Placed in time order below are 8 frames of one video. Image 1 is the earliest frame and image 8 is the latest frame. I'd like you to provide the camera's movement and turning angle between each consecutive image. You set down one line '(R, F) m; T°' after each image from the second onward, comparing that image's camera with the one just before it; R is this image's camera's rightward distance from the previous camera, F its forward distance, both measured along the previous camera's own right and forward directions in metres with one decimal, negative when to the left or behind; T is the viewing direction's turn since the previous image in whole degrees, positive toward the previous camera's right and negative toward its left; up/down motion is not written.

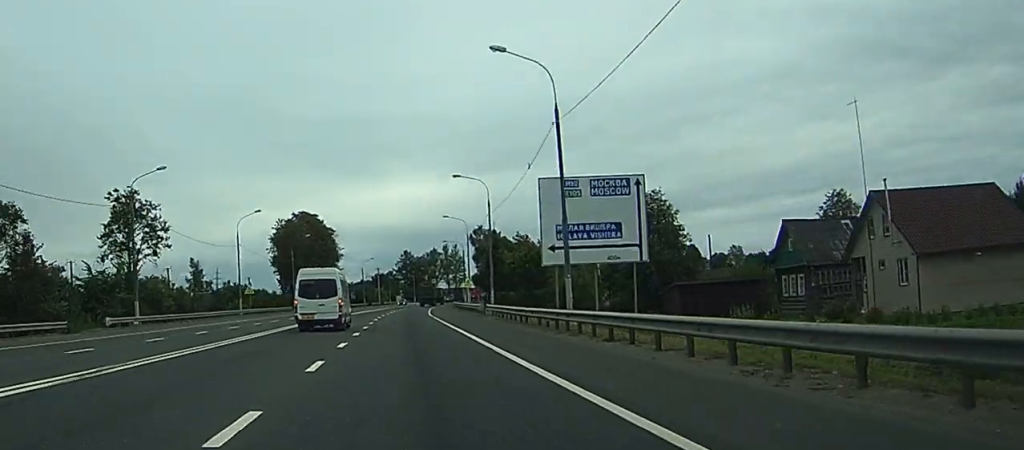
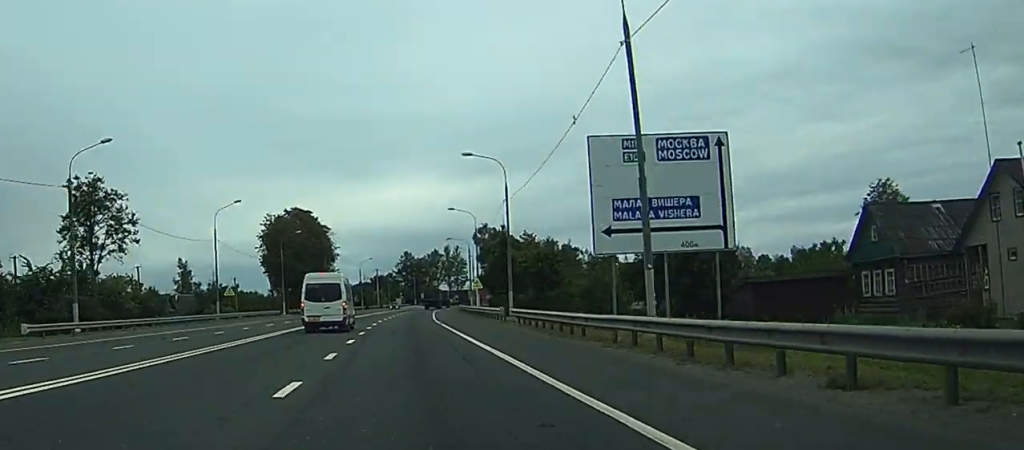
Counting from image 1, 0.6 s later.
(0.0, +11.9) m; 0°
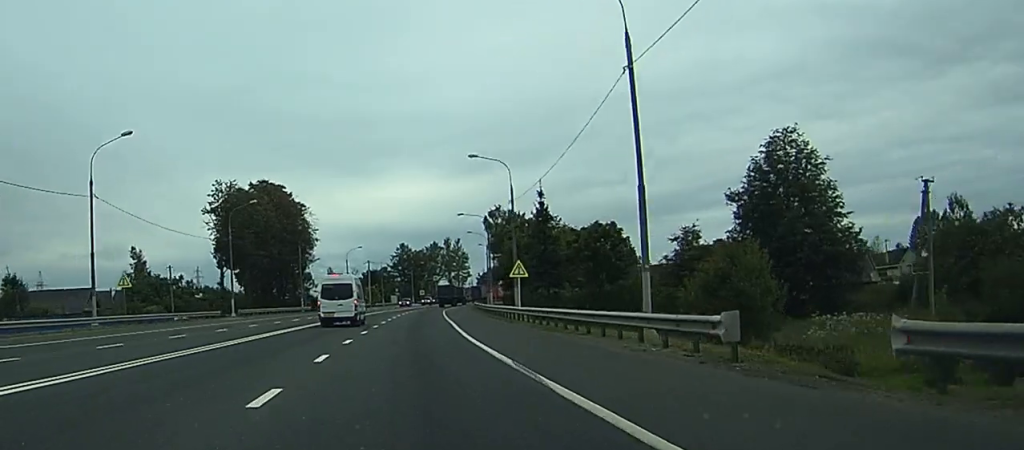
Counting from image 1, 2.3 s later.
(+0.2, +33.4) m; +1°
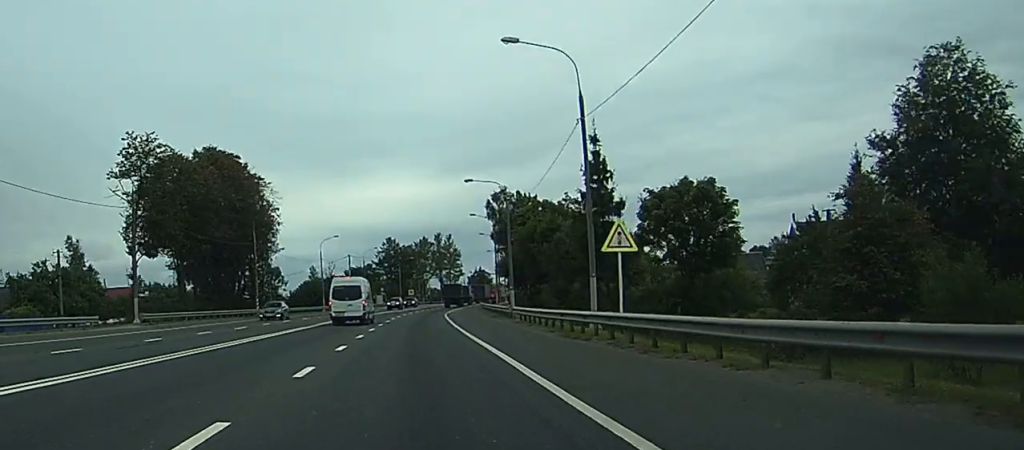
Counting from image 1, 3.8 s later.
(+0.2, +27.6) m; +1°
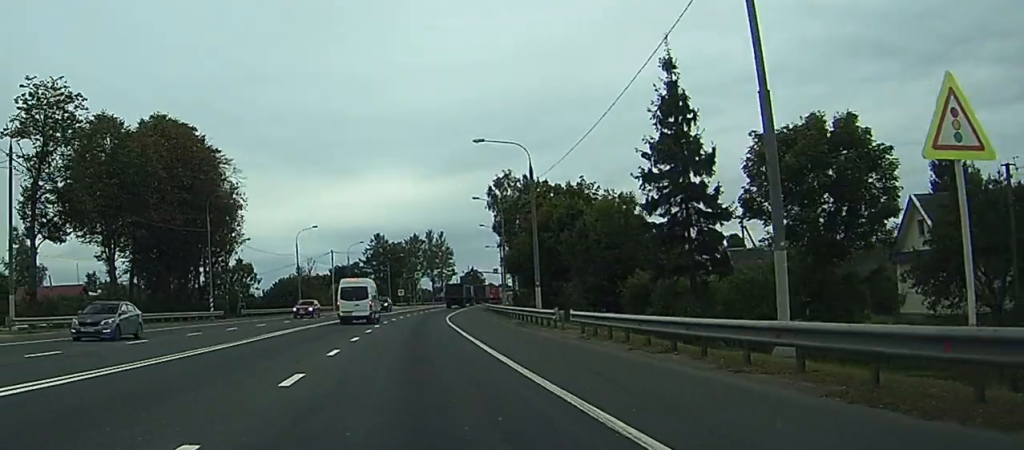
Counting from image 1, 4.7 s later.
(0.0, +17.4) m; +1°
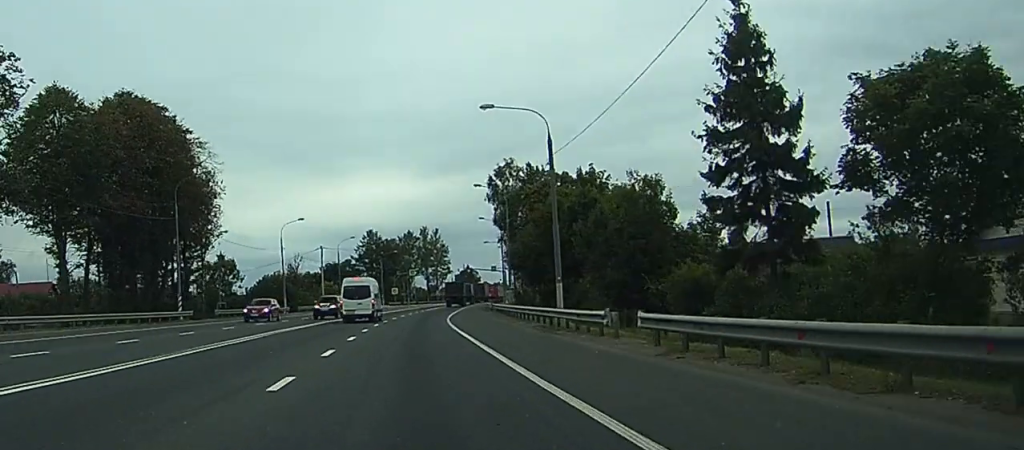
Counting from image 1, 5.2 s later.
(0.0, +8.7) m; +1°
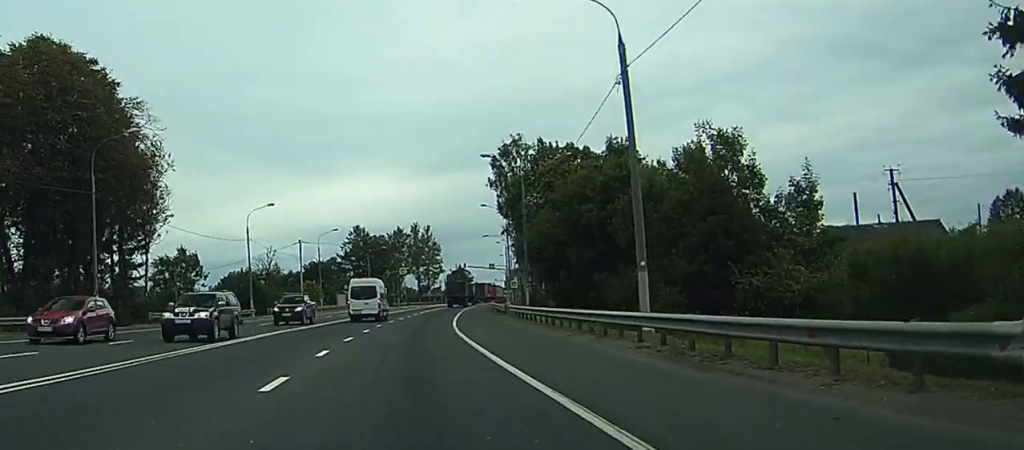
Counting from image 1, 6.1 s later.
(+0.4, +16.3) m; +1°
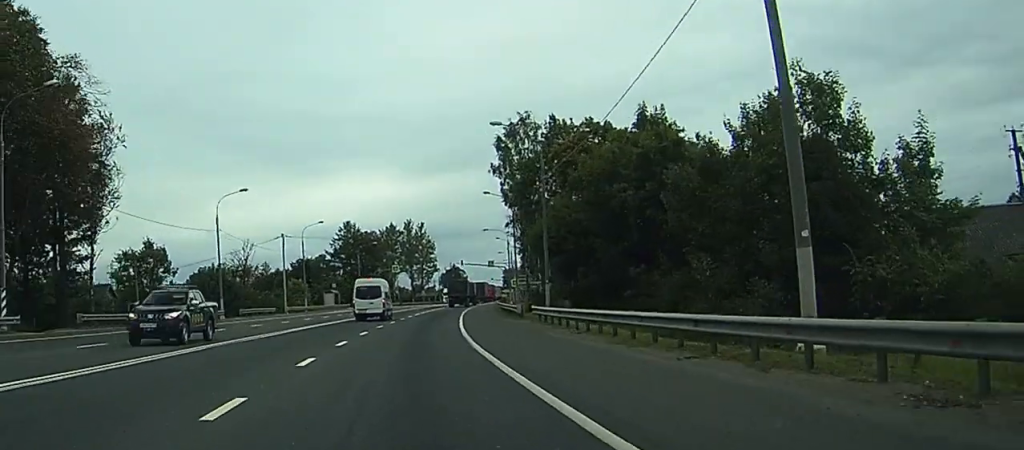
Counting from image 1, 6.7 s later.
(+0.4, +11.3) m; -1°
